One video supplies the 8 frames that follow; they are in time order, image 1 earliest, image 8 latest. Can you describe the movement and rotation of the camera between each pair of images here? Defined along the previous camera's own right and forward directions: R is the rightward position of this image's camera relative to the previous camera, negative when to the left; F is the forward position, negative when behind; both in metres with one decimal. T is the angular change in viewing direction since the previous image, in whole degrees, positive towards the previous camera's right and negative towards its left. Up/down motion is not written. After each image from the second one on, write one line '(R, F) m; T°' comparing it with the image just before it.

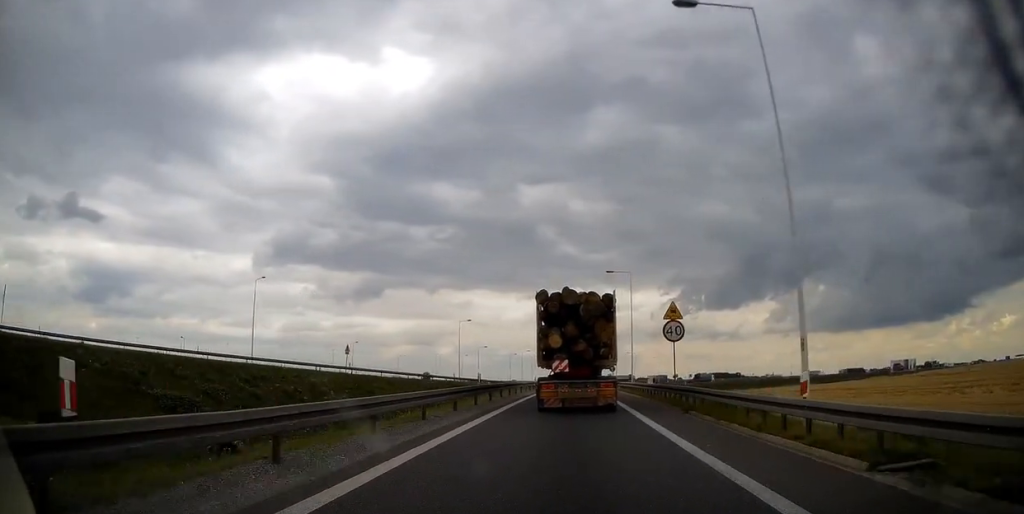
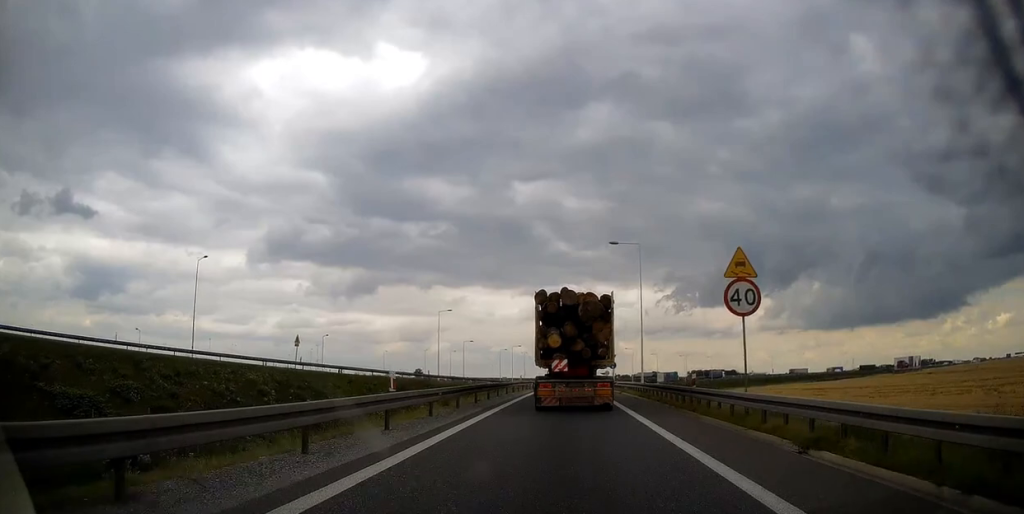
(+0.2, +10.8) m; +1°
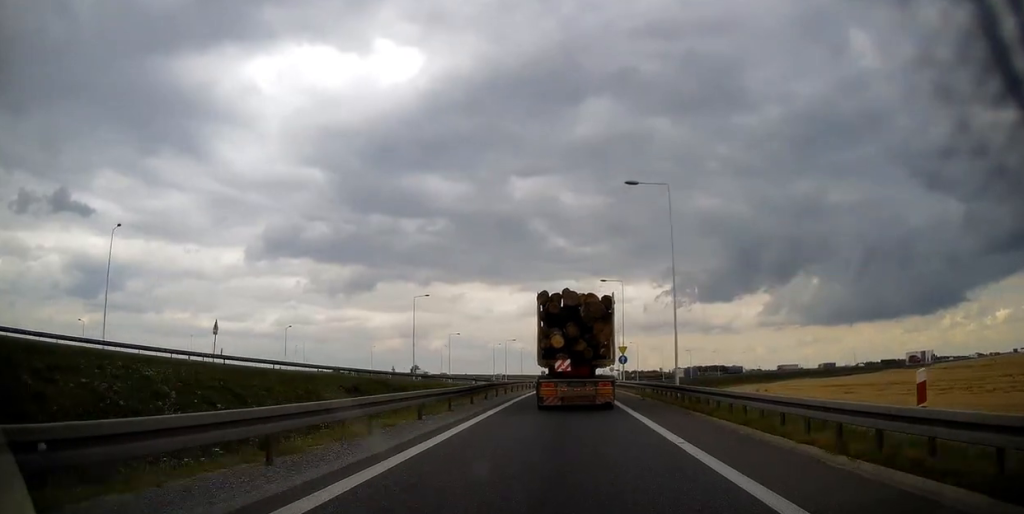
(+0.1, +13.0) m; 0°
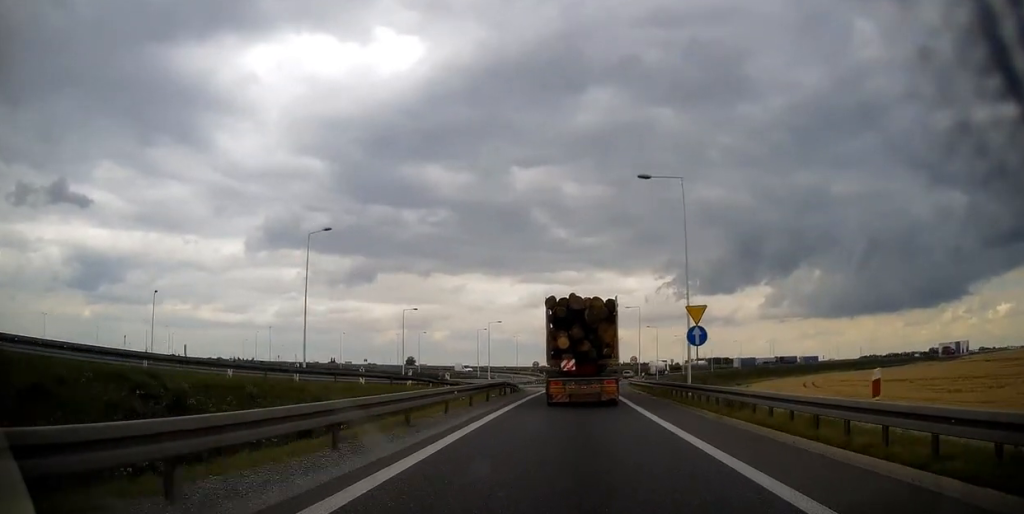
(+0.2, +29.6) m; +1°
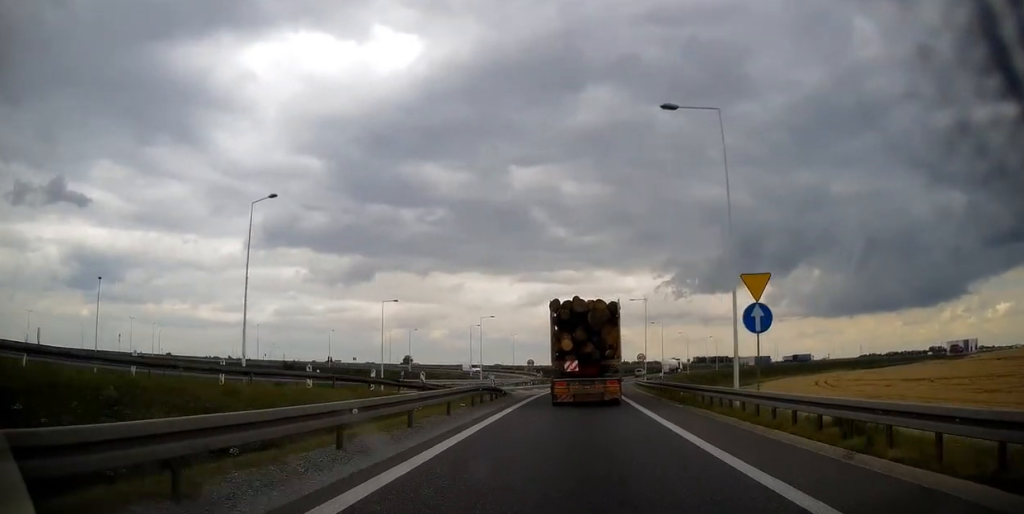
(0.0, +8.0) m; -1°
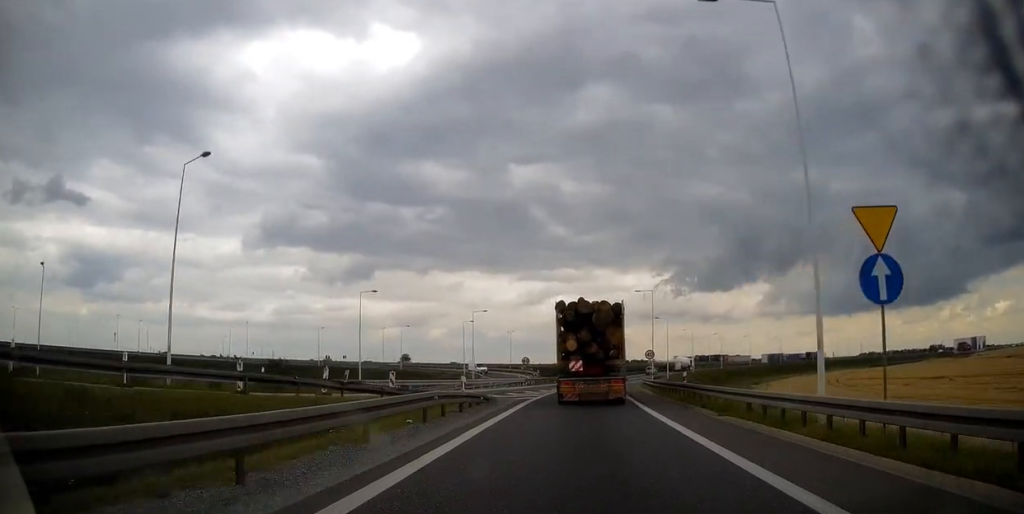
(+0.1, +7.0) m; -1°
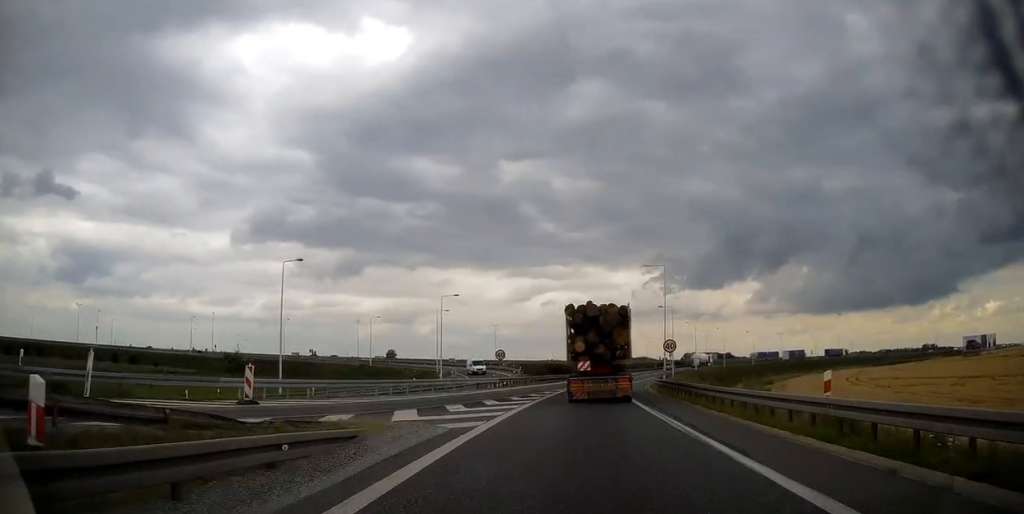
(-0.4, +15.1) m; 0°
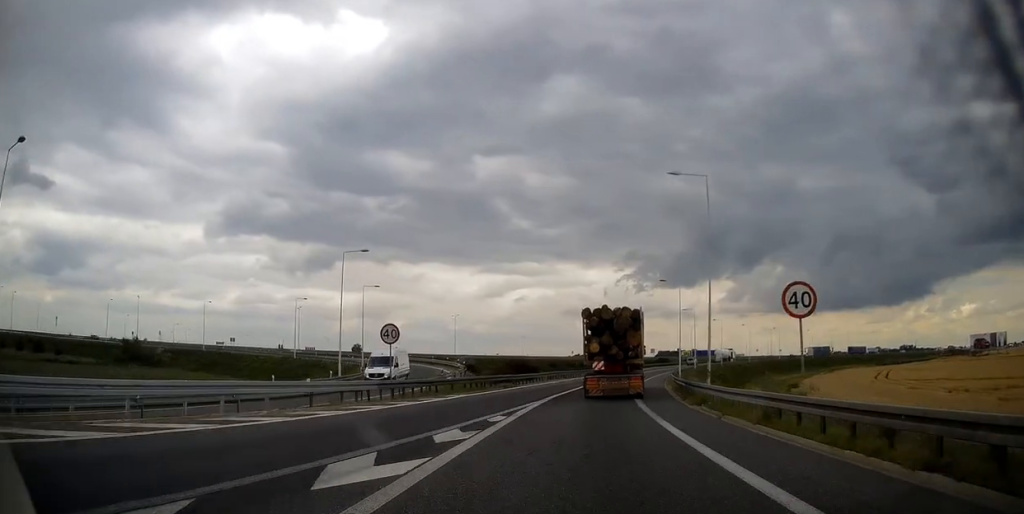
(+1.3, +24.8) m; +5°
